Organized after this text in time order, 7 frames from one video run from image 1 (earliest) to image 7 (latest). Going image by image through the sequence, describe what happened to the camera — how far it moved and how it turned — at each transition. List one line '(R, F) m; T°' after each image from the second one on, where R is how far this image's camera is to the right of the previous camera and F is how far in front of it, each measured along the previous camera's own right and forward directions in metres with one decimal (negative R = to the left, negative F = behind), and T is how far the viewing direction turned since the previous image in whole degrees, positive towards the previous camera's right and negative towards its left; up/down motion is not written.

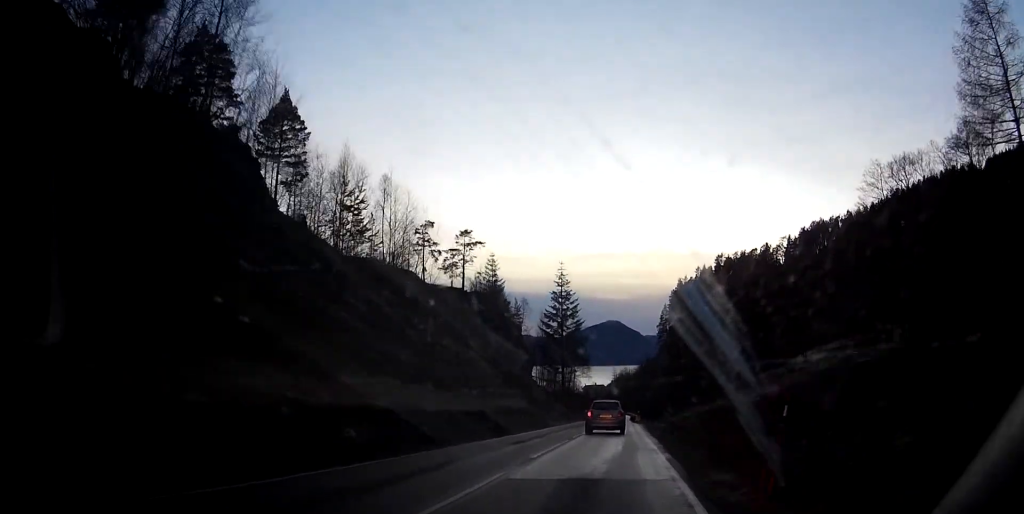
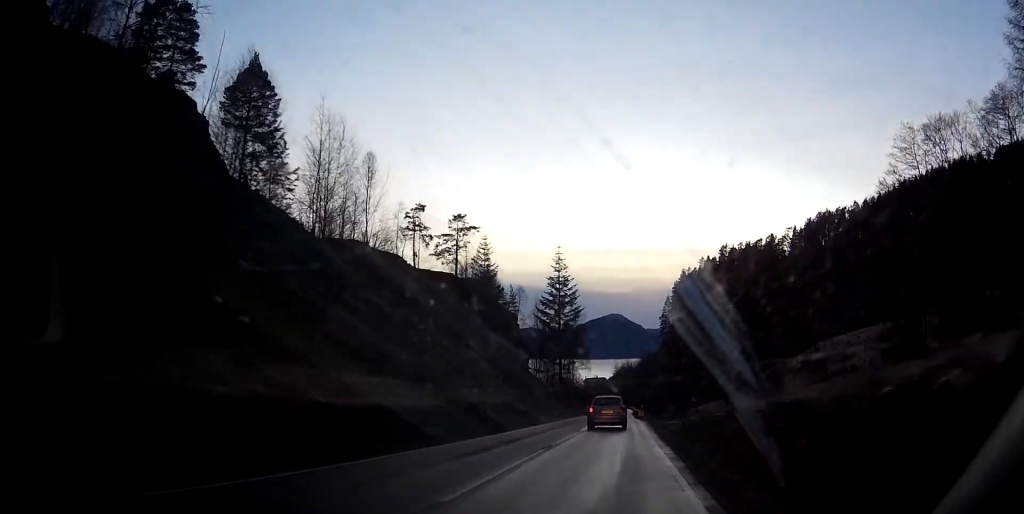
(-0.1, +7.8) m; +1°
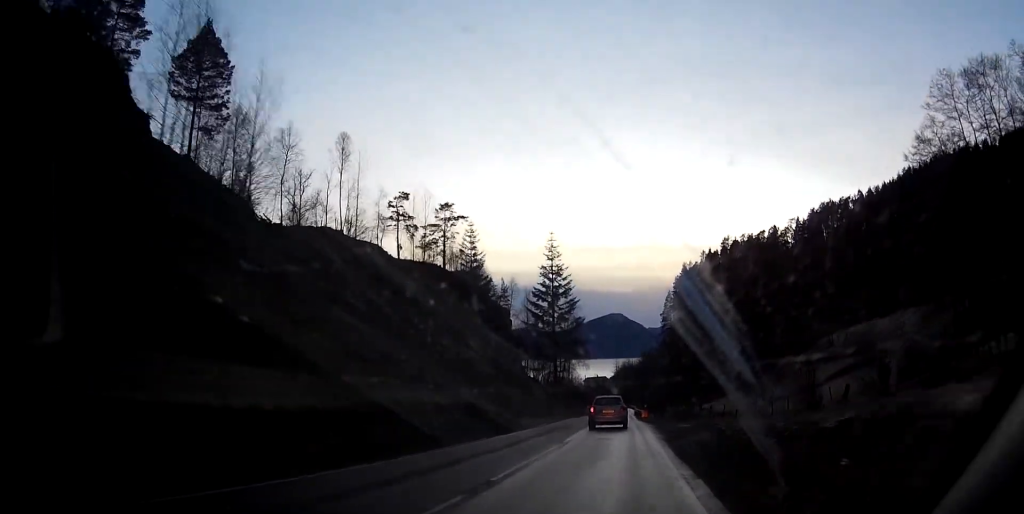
(+0.2, +9.0) m; +1°
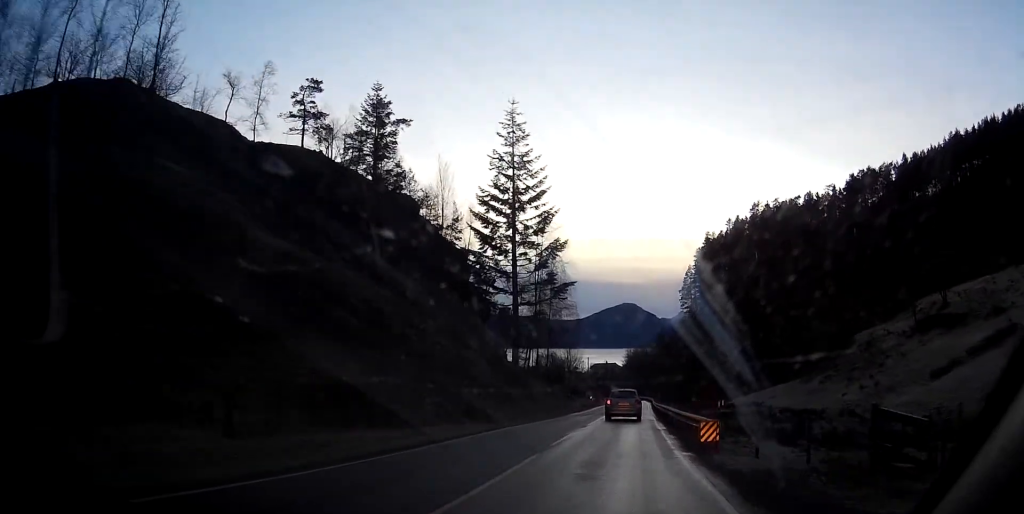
(+0.1, +43.6) m; -1°
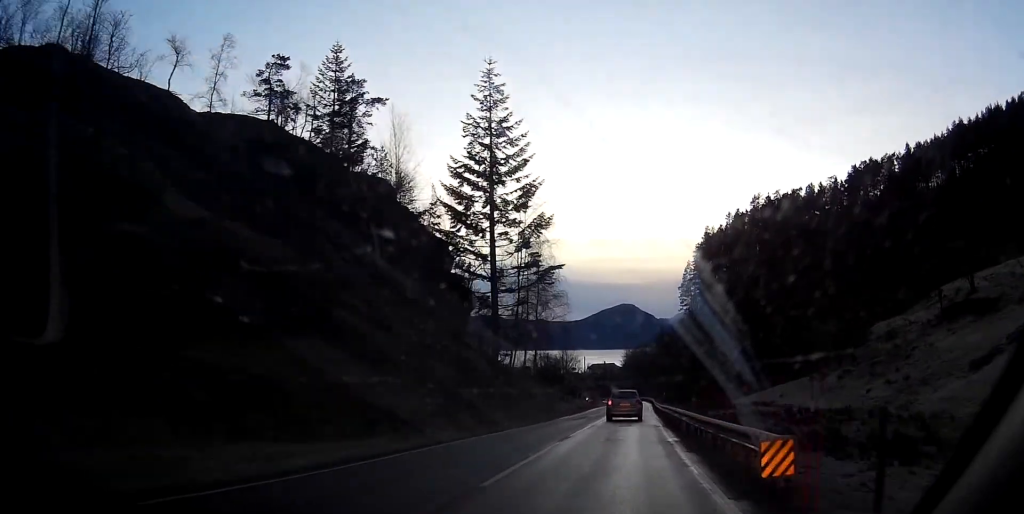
(+0.1, +8.0) m; 0°
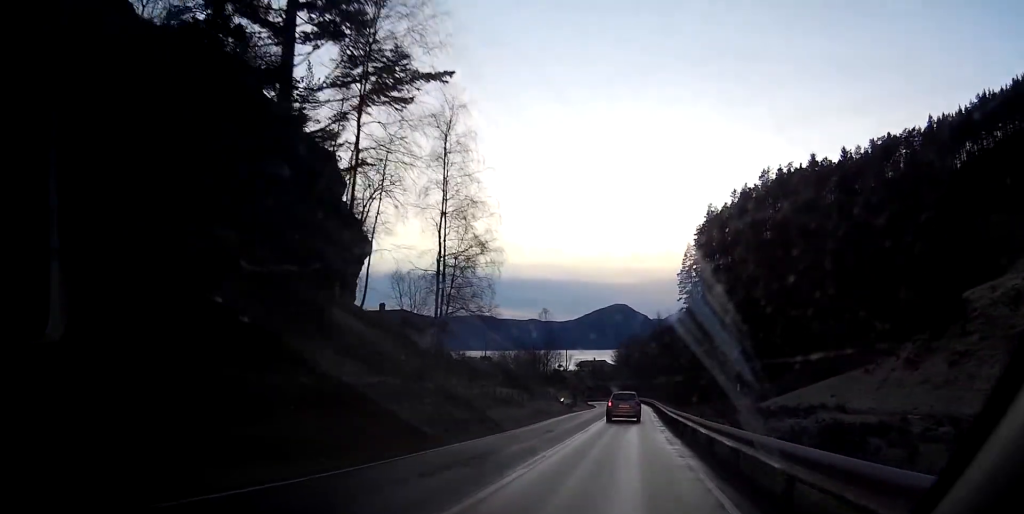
(-0.7, +30.3) m; -4°
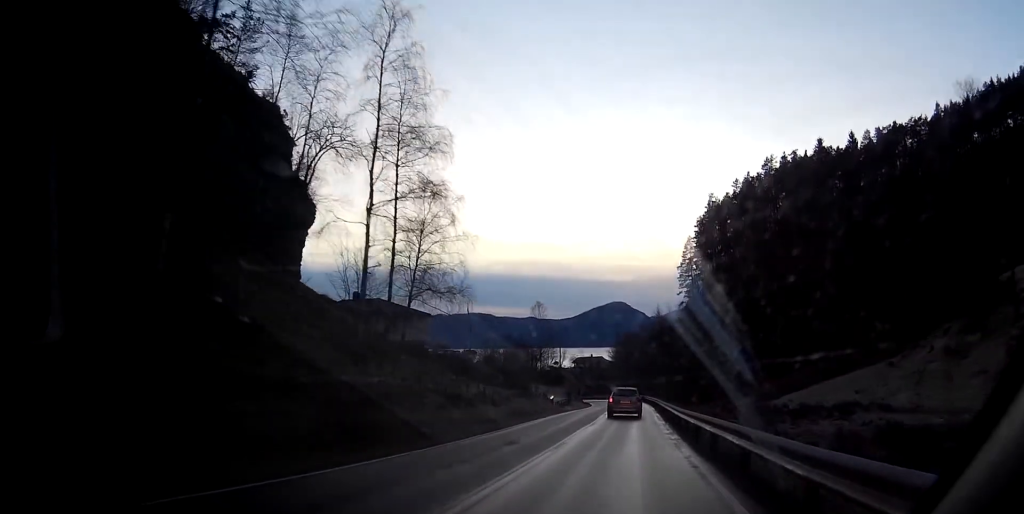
(0.0, +8.7) m; -1°
